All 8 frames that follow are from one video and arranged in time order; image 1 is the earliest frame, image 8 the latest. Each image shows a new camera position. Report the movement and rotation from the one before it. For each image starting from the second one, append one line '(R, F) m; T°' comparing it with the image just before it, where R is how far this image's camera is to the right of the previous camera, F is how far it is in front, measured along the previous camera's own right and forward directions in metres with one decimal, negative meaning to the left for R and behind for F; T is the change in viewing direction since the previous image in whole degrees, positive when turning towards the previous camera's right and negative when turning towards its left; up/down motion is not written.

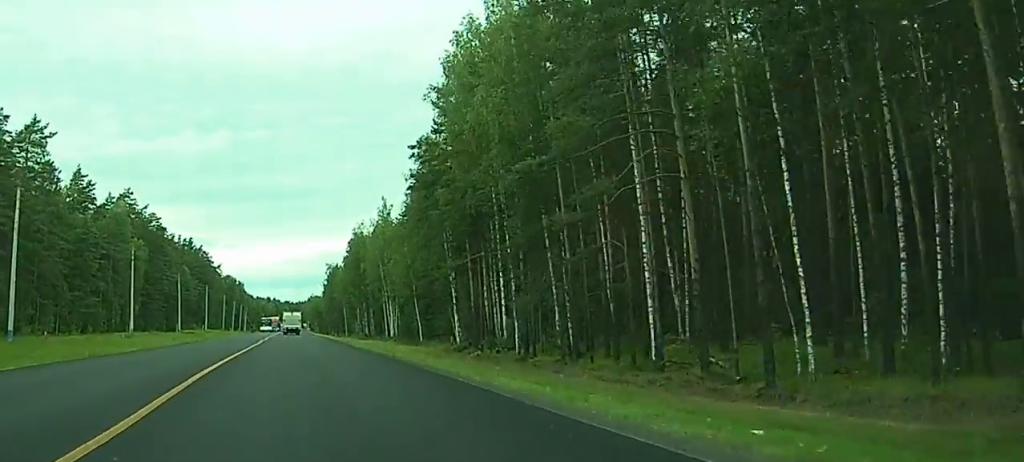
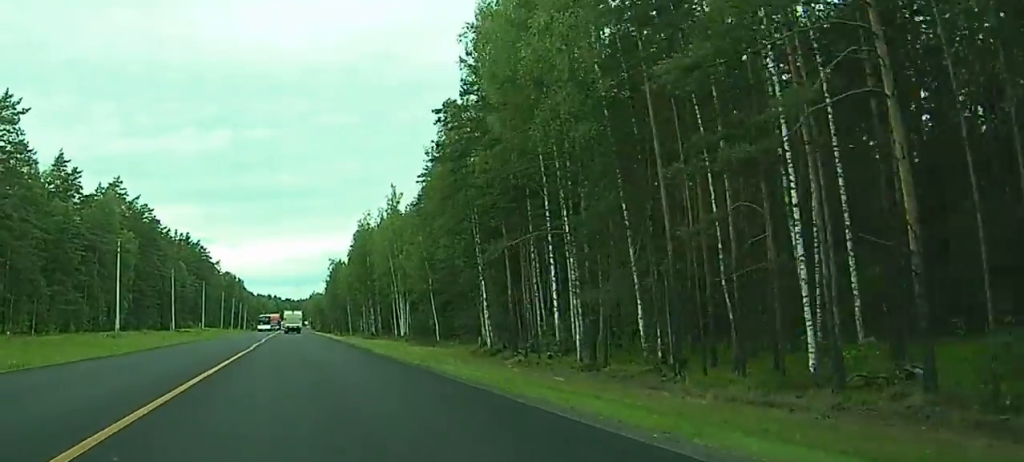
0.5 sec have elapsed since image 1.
(0.0, +12.1) m; 0°
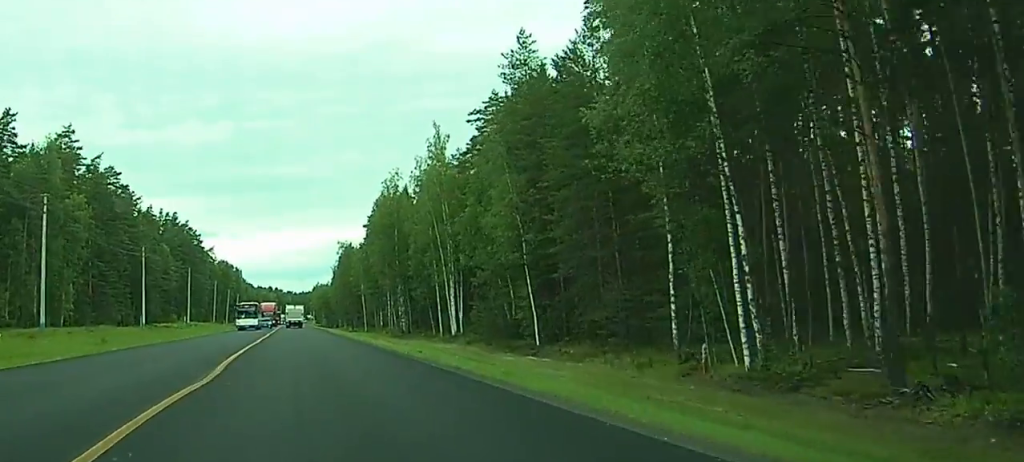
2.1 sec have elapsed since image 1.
(-0.2, +39.5) m; 0°
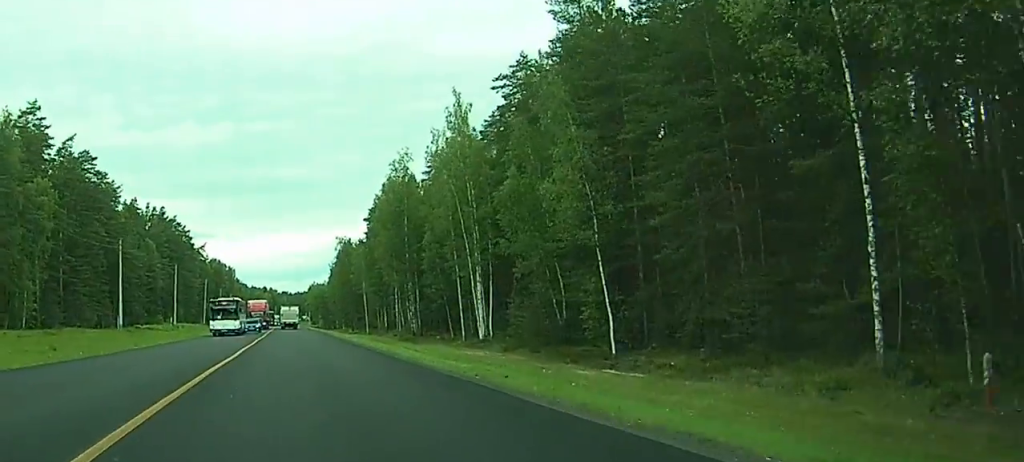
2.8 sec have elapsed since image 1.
(0.0, +15.4) m; 0°
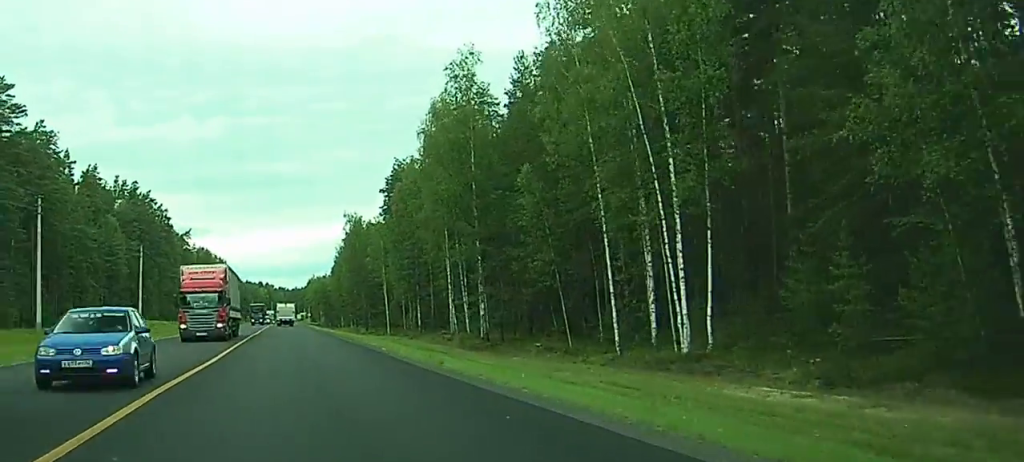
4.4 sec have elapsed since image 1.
(+0.3, +41.0) m; +1°
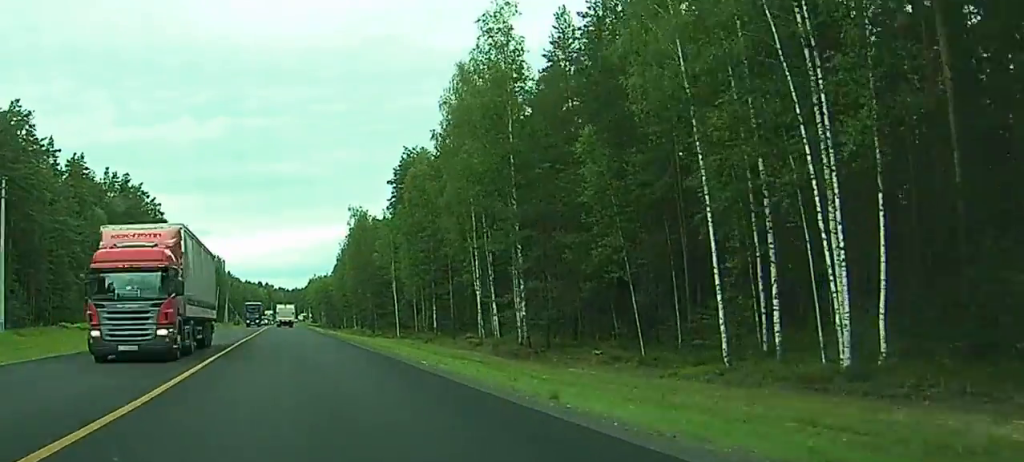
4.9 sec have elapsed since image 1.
(0.0, +11.6) m; 0°
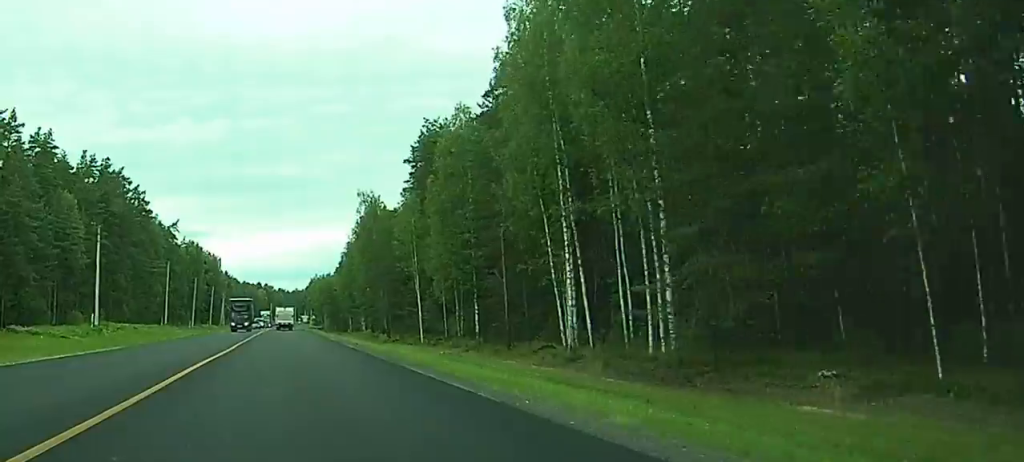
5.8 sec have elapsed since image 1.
(0.0, +21.6) m; 0°
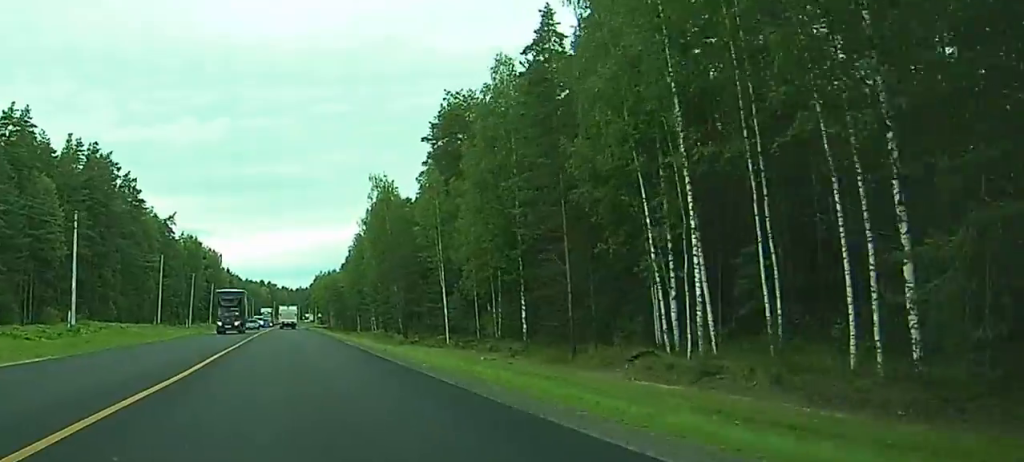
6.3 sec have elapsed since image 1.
(0.0, +14.2) m; 0°
